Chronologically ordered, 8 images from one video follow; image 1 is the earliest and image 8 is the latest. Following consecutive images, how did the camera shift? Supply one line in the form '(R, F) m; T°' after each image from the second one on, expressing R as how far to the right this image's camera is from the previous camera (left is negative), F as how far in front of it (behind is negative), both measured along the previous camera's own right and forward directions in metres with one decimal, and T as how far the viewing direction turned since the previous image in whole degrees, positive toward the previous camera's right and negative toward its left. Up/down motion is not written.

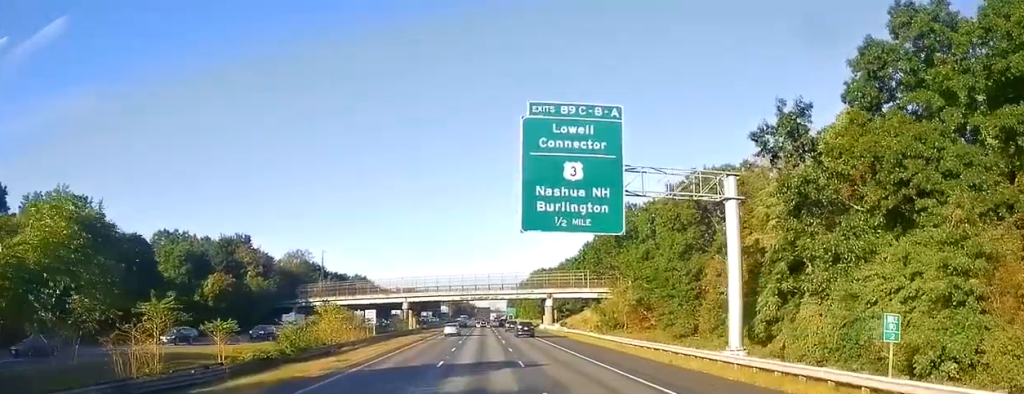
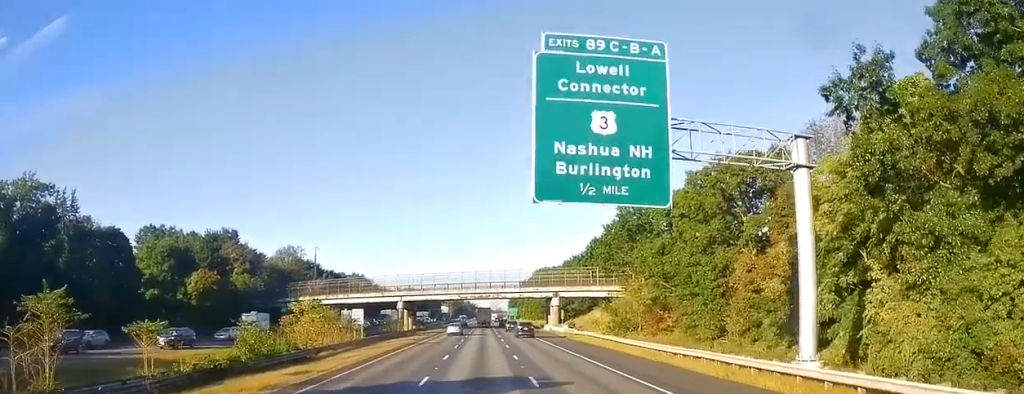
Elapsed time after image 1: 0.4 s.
(-0.1, +7.4) m; 0°
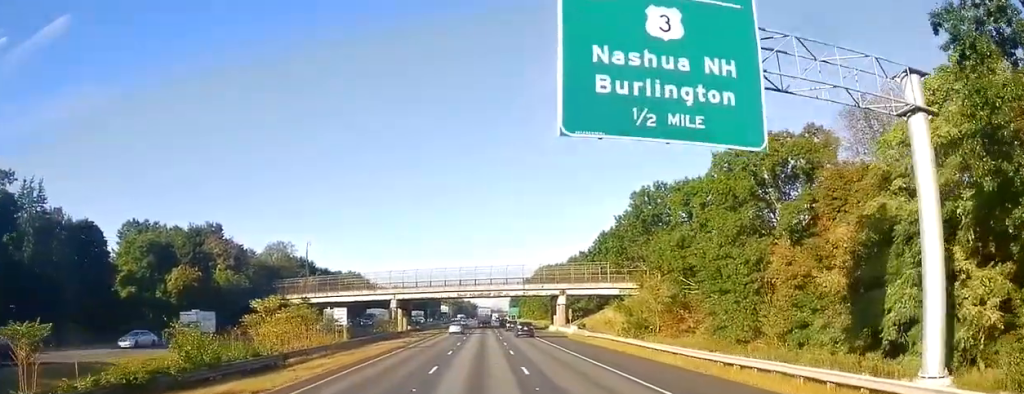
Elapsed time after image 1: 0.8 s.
(-0.1, +7.7) m; 0°
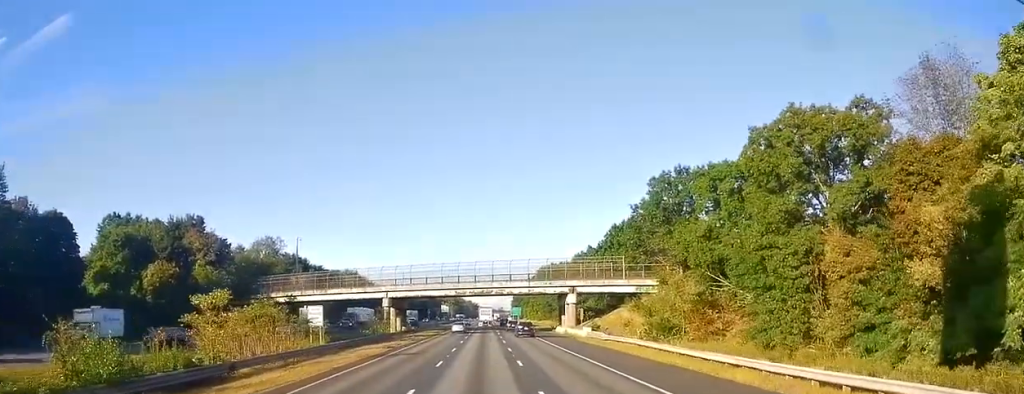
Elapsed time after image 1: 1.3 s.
(+0.1, +8.4) m; 0°
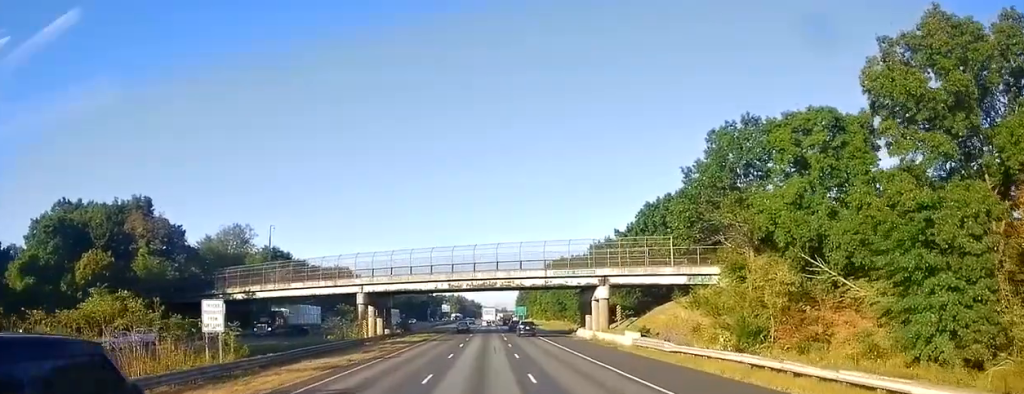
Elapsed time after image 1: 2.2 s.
(0.0, +18.6) m; -1°
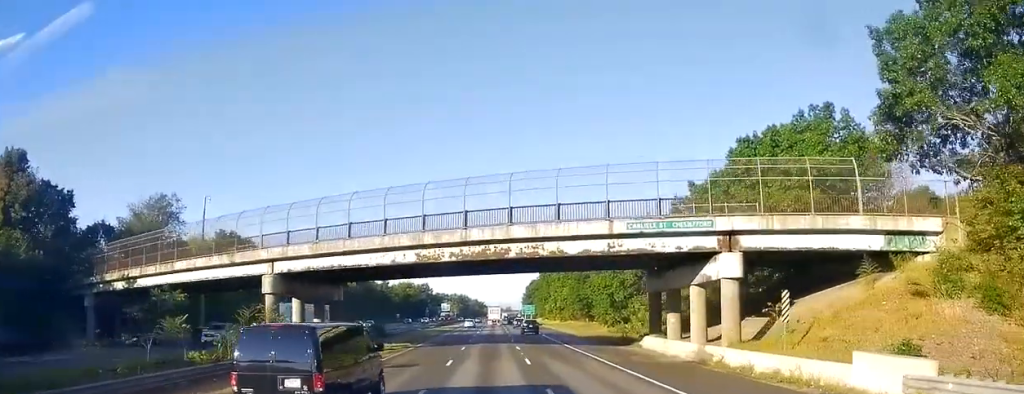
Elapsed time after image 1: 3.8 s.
(+0.1, +29.2) m; 0°
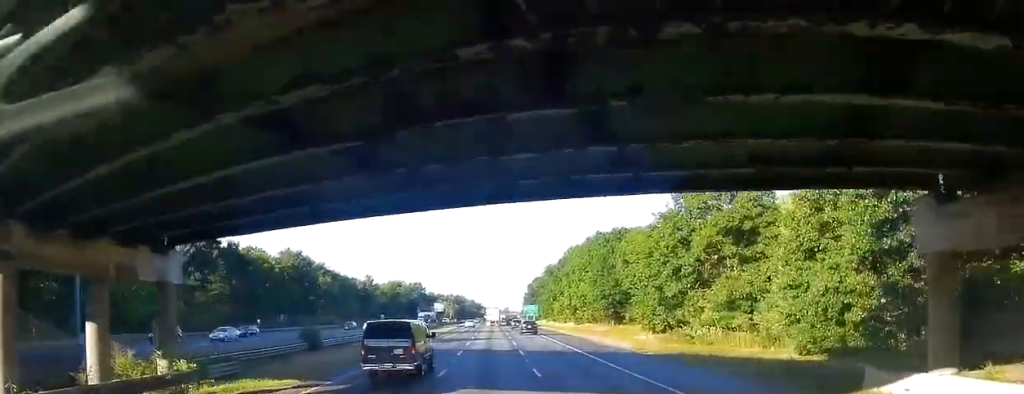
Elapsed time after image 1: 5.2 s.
(-0.8, +28.7) m; -1°
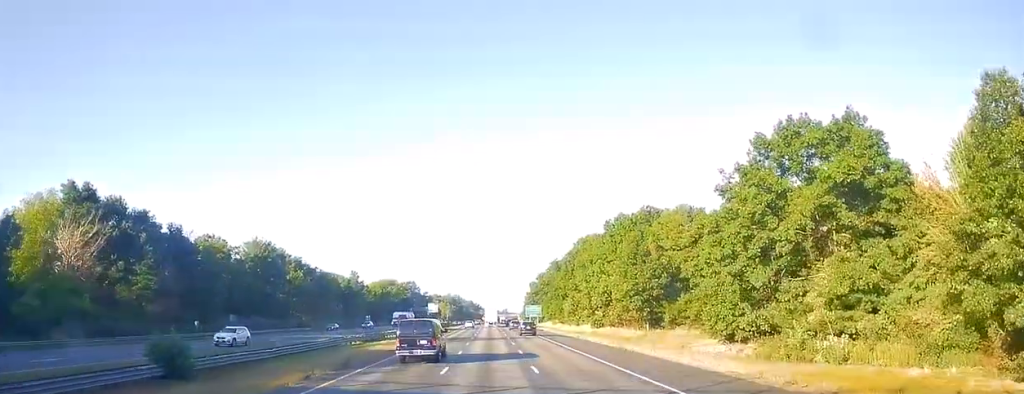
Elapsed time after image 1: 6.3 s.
(+0.4, +22.5) m; +1°
